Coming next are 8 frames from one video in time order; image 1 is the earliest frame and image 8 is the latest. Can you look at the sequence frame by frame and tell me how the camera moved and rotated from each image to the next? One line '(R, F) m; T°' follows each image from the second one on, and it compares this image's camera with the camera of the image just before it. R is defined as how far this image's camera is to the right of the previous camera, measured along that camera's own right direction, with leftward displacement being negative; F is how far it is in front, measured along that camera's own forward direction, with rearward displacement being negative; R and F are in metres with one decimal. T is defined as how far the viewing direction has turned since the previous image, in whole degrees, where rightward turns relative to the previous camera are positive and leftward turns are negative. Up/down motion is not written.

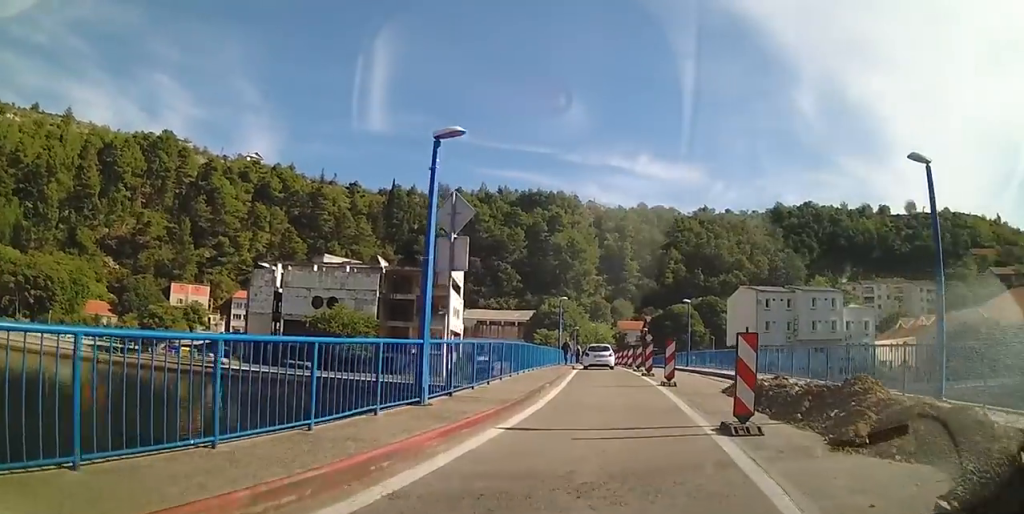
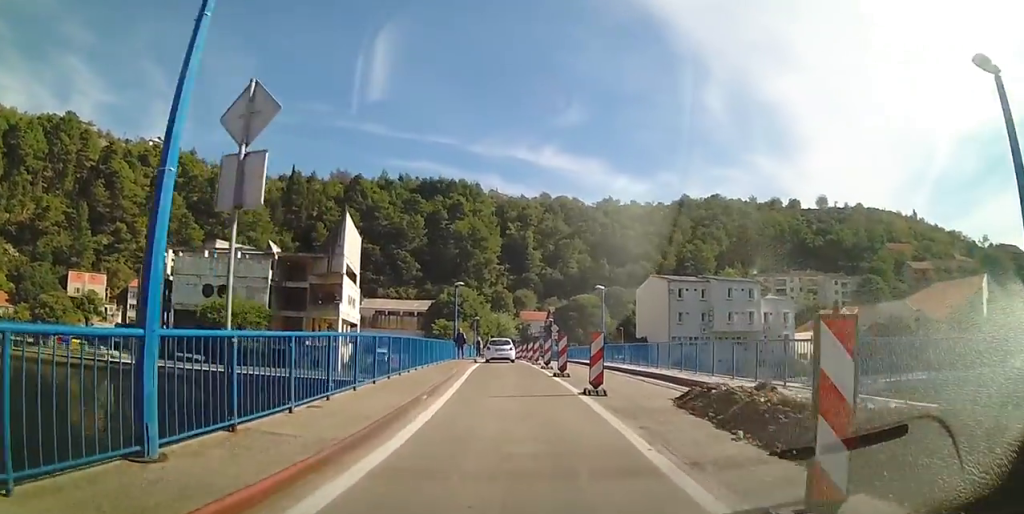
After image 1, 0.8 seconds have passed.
(+0.7, +4.8) m; +5°
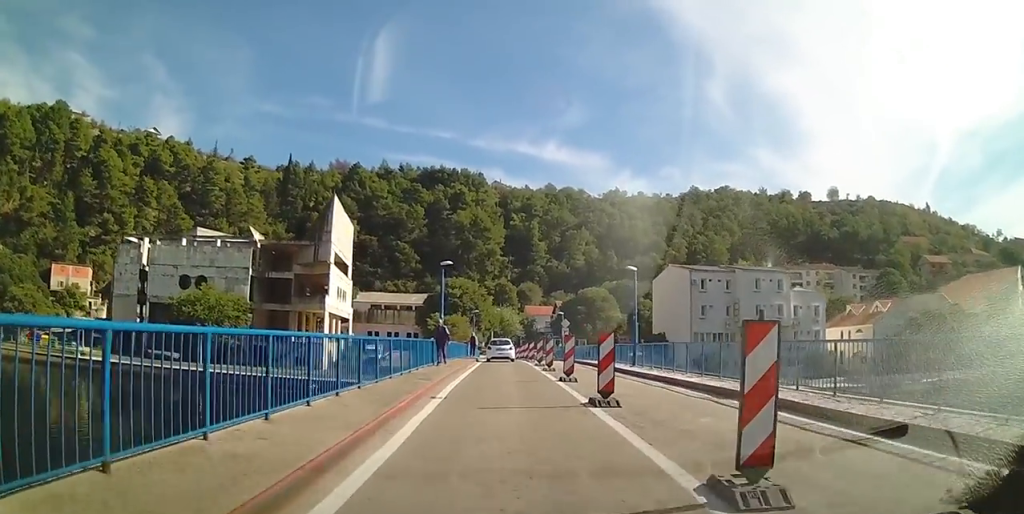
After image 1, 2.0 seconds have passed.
(-0.4, +8.4) m; -6°
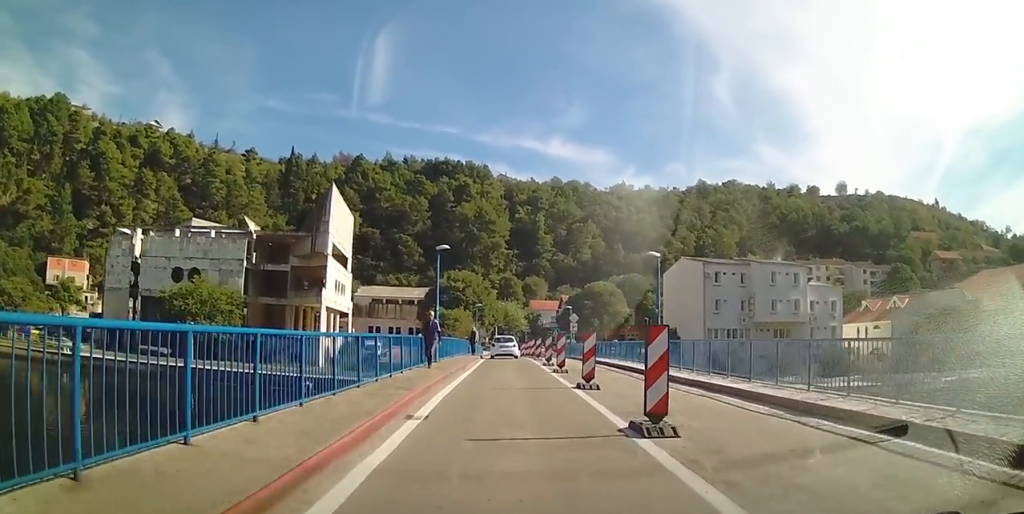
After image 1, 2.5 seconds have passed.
(-0.2, +3.7) m; 0°
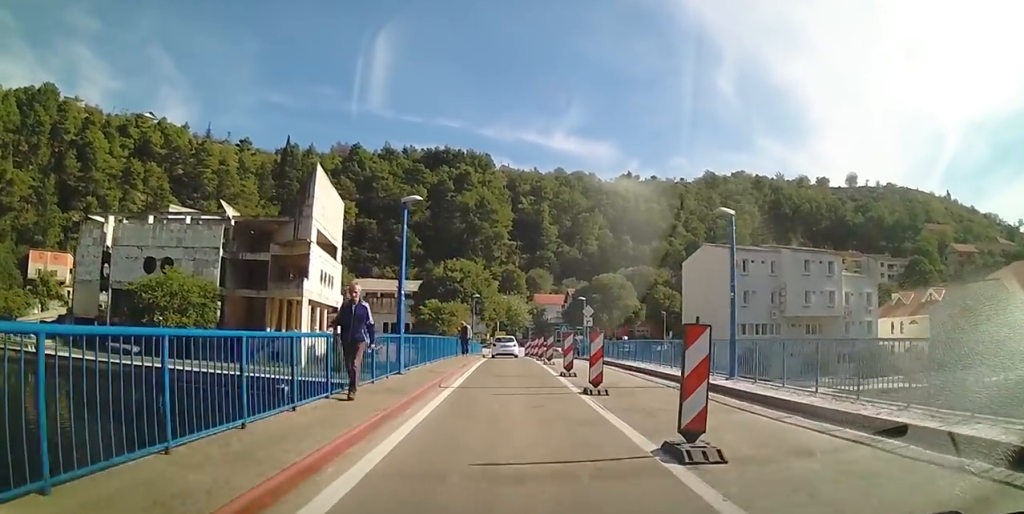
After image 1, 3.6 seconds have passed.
(+0.2, +8.2) m; +1°
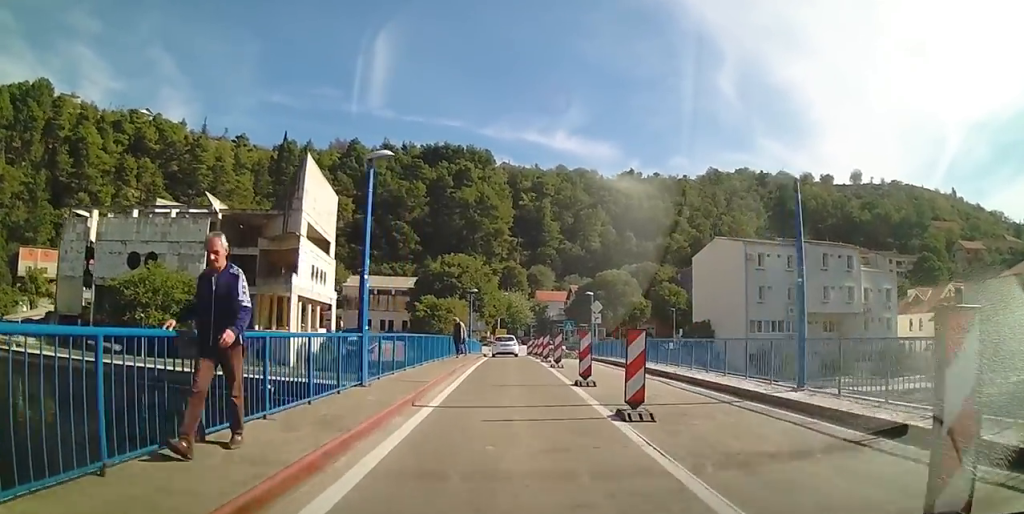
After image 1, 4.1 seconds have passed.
(0.0, +3.9) m; +1°
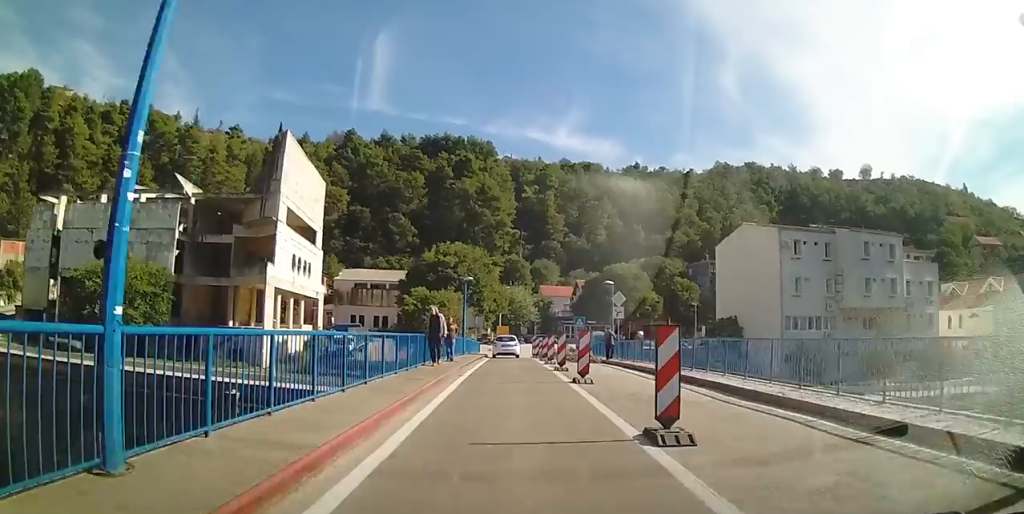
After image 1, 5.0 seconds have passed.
(-0.2, +7.3) m; +1°
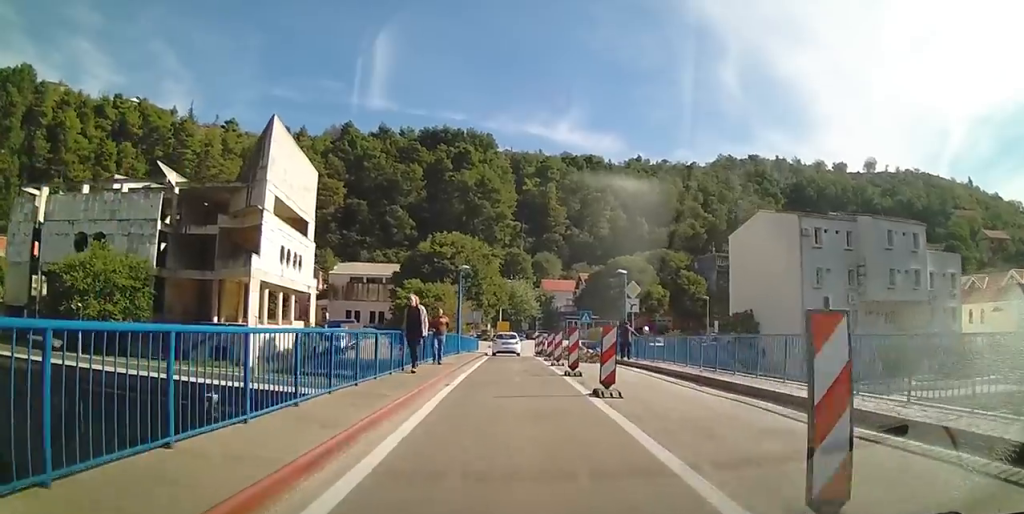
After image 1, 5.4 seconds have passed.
(+0.2, +3.6) m; +1°
